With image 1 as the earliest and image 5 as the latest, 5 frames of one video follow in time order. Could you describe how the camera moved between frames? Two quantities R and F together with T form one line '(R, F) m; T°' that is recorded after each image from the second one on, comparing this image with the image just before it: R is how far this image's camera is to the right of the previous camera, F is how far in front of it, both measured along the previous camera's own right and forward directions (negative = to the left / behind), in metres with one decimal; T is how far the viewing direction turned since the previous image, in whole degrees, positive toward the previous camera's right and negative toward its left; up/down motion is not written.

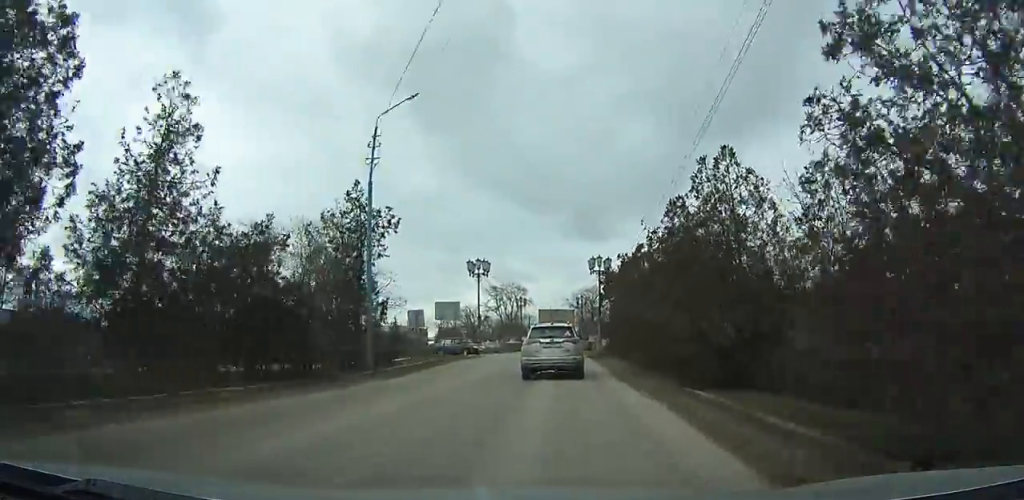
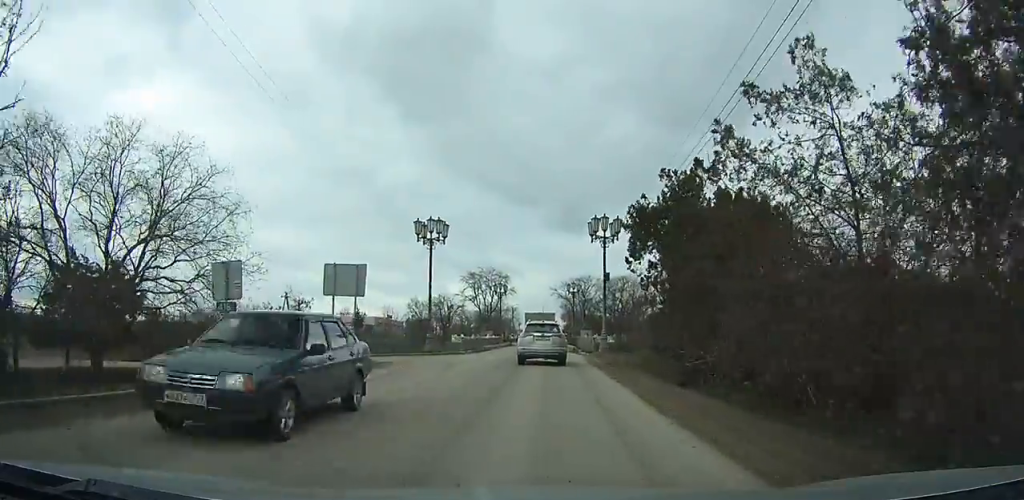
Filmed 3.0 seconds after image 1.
(-0.2, +20.0) m; 0°
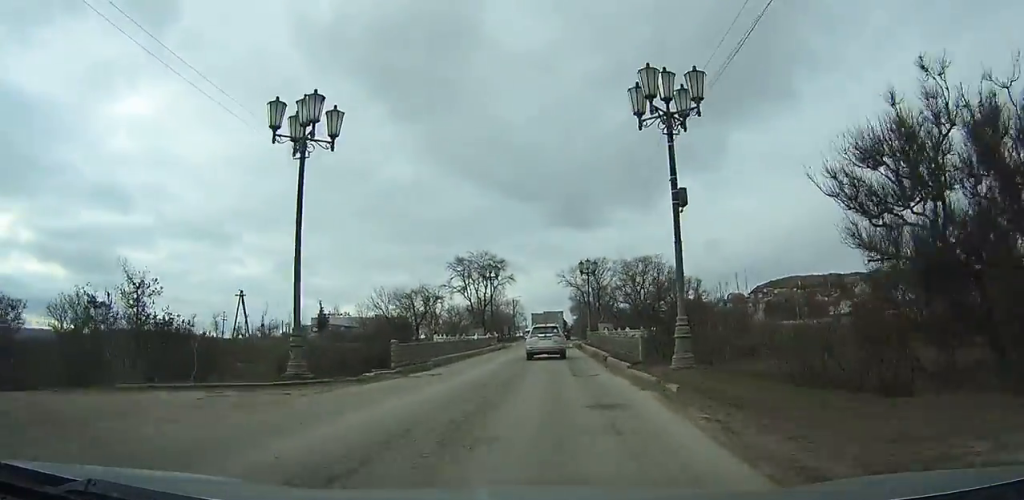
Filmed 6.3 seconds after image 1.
(+0.2, +23.3) m; +2°
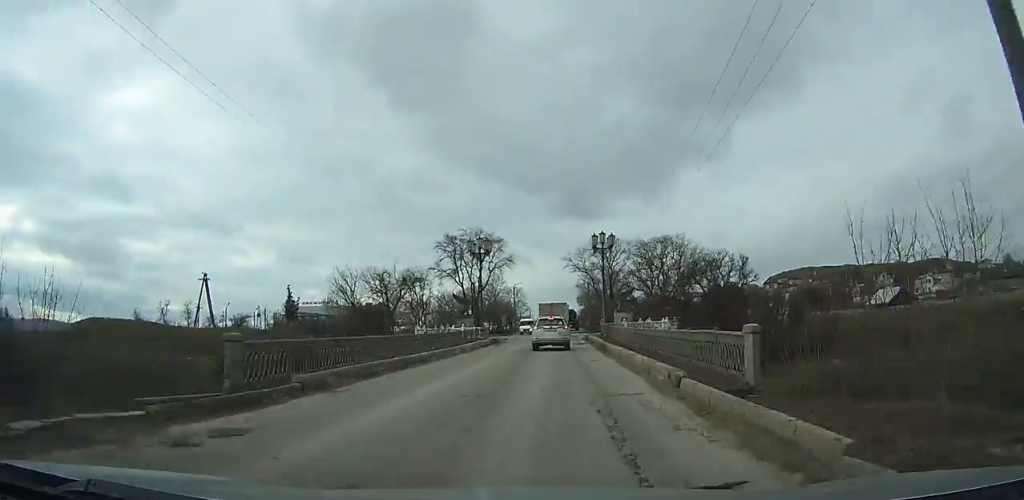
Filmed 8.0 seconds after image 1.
(+0.3, +13.0) m; +1°
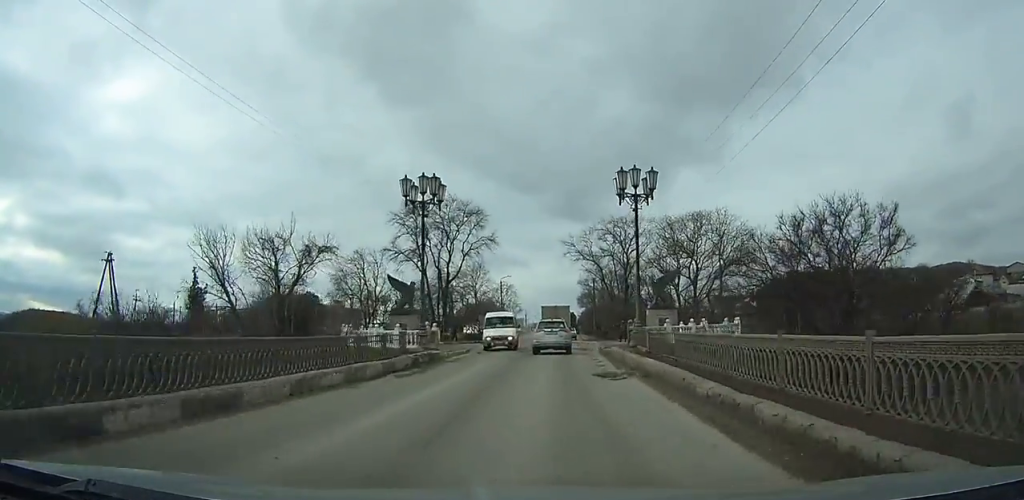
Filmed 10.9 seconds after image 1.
(0.0, +21.0) m; 0°
